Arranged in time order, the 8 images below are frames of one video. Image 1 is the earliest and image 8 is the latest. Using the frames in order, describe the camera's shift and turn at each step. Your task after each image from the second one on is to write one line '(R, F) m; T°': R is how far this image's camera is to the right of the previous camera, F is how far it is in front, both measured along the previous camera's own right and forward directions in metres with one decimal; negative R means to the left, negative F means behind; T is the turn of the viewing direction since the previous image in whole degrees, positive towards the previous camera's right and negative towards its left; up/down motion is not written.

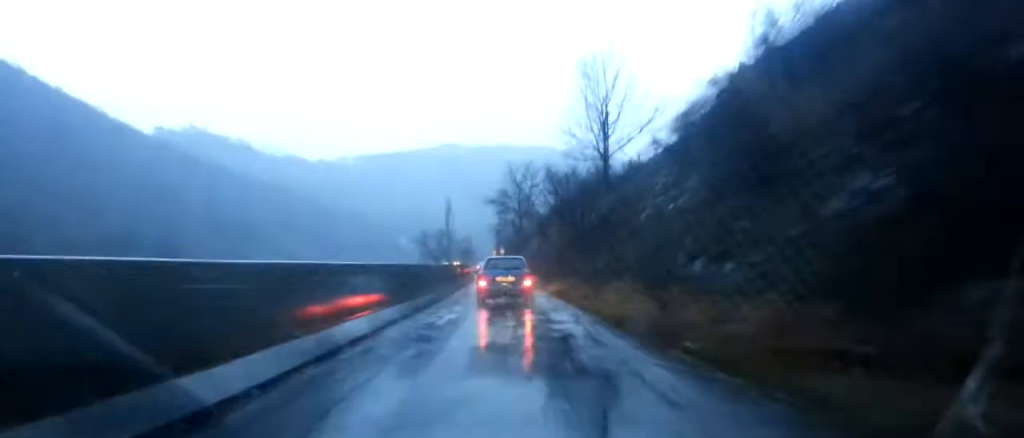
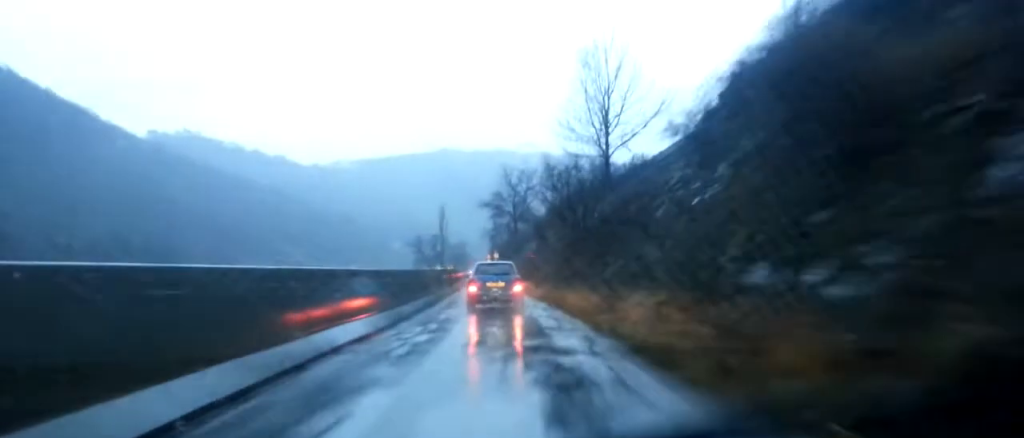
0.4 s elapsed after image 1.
(+0.1, +4.6) m; +1°
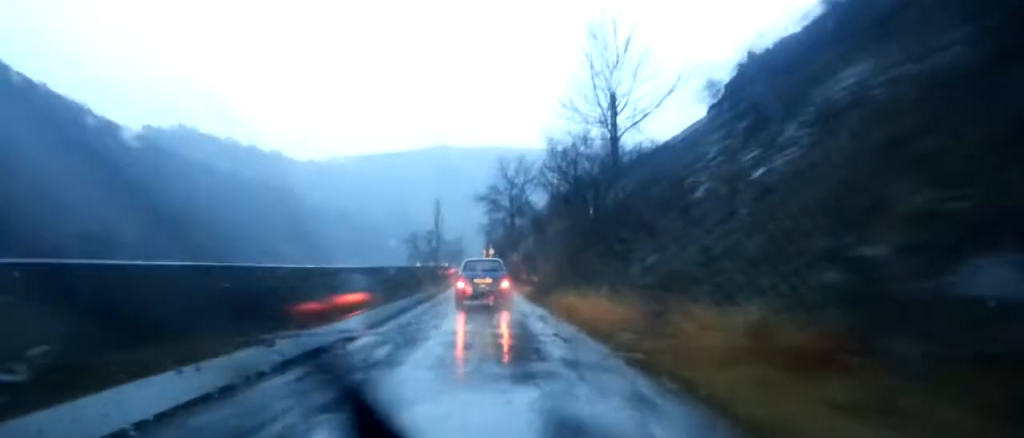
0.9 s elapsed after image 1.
(+0.1, +6.2) m; +1°
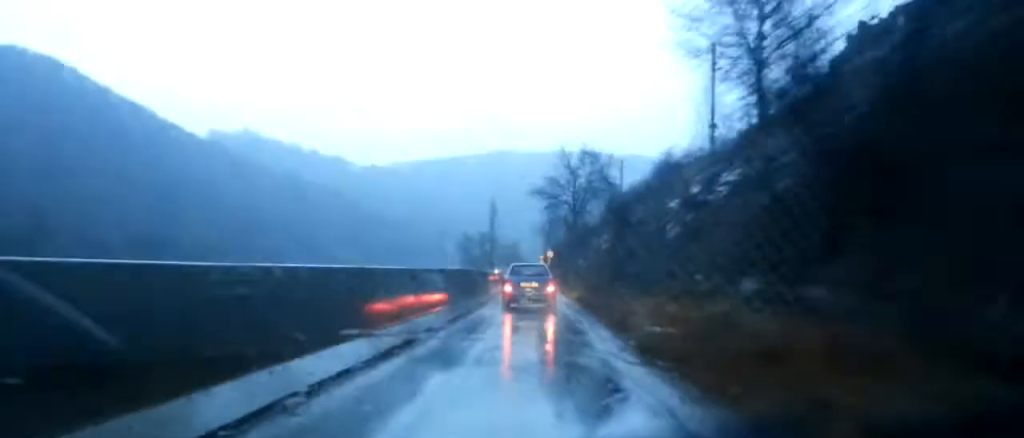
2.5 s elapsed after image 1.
(-0.5, +18.1) m; -3°
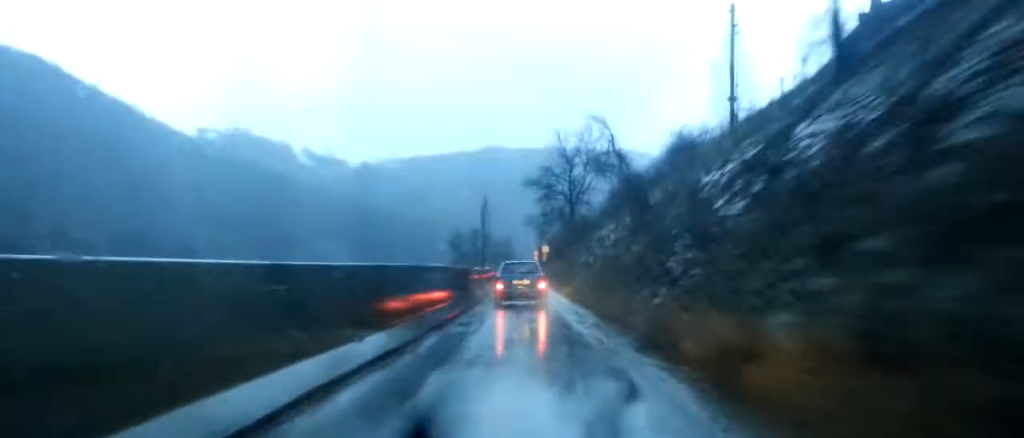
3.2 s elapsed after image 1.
(-0.2, +7.5) m; -1°
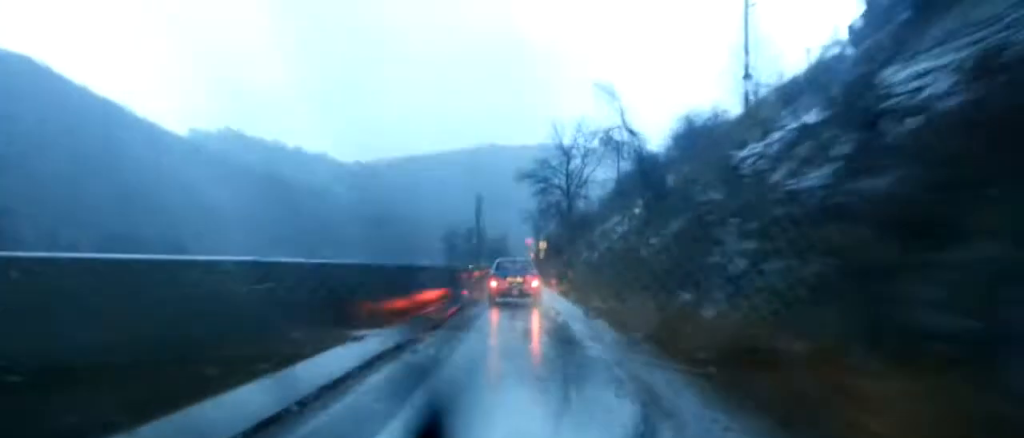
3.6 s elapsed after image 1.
(+0.1, +4.5) m; 0°
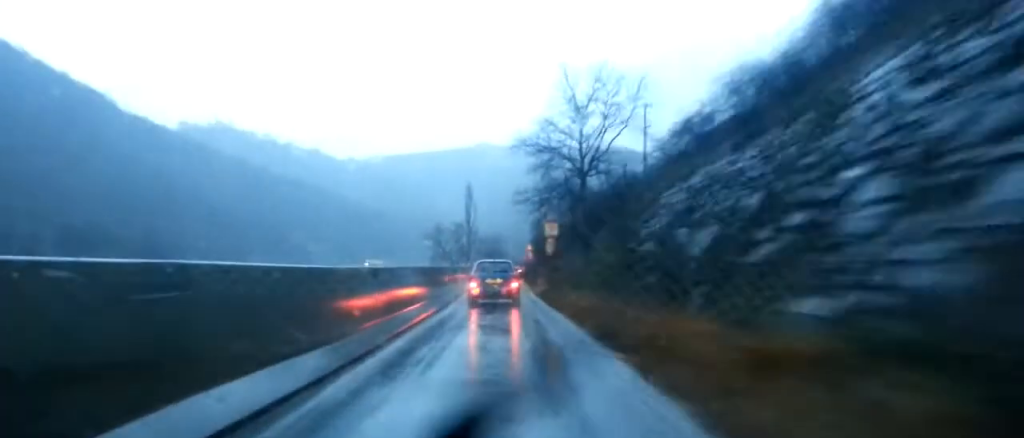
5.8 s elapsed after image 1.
(-0.4, +25.2) m; -3°
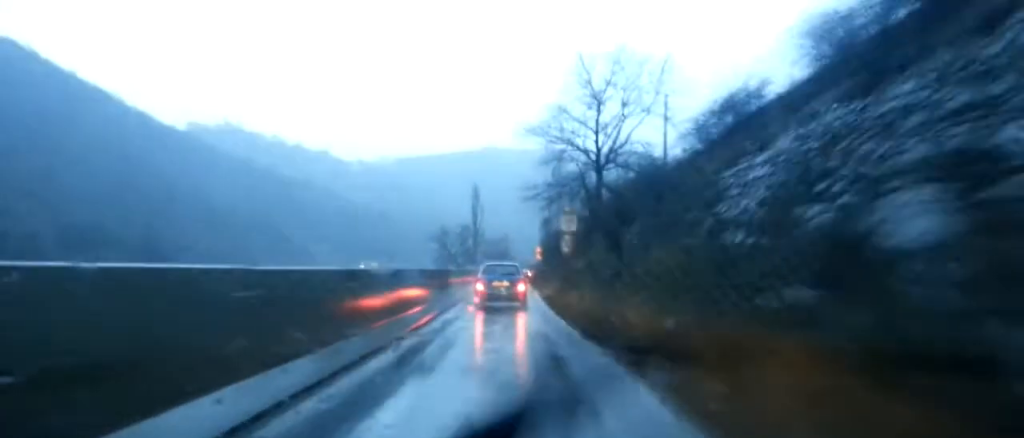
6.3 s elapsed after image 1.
(-0.1, +6.3) m; 0°
